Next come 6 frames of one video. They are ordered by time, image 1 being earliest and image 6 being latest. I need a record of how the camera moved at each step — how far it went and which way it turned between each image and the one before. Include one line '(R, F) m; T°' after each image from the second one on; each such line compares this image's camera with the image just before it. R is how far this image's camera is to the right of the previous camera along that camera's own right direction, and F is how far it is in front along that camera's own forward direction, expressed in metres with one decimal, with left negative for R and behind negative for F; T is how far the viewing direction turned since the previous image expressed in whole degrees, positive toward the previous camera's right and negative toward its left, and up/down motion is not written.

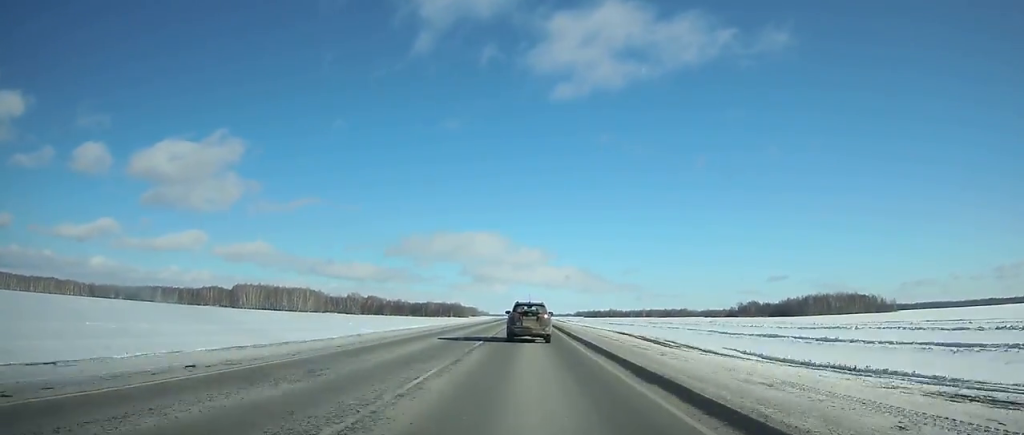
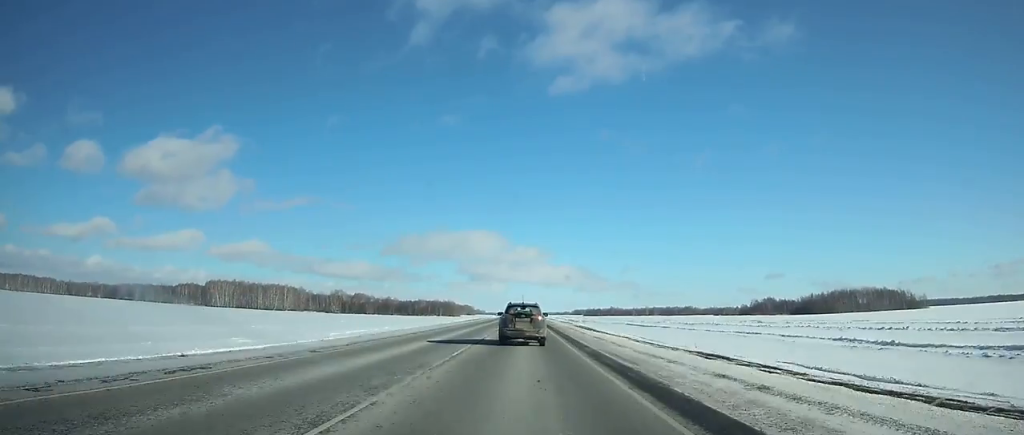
(0.0, +51.9) m; 0°
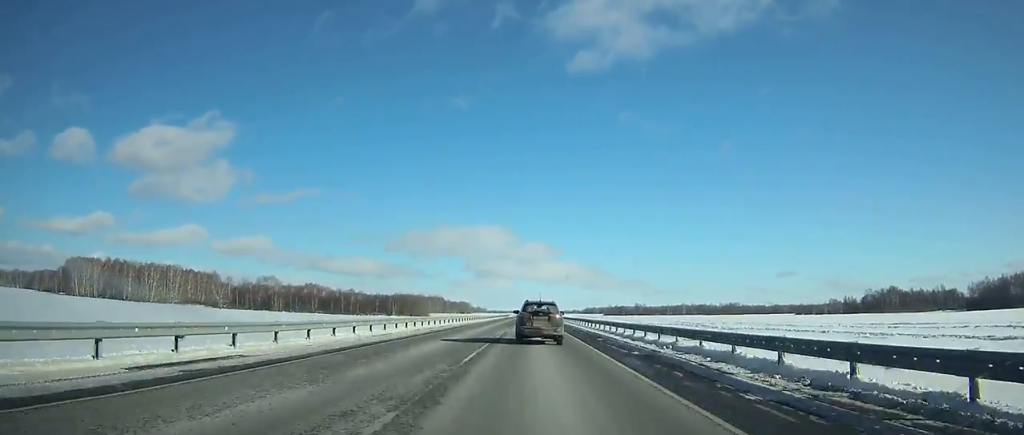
(-0.8, +208.4) m; 0°
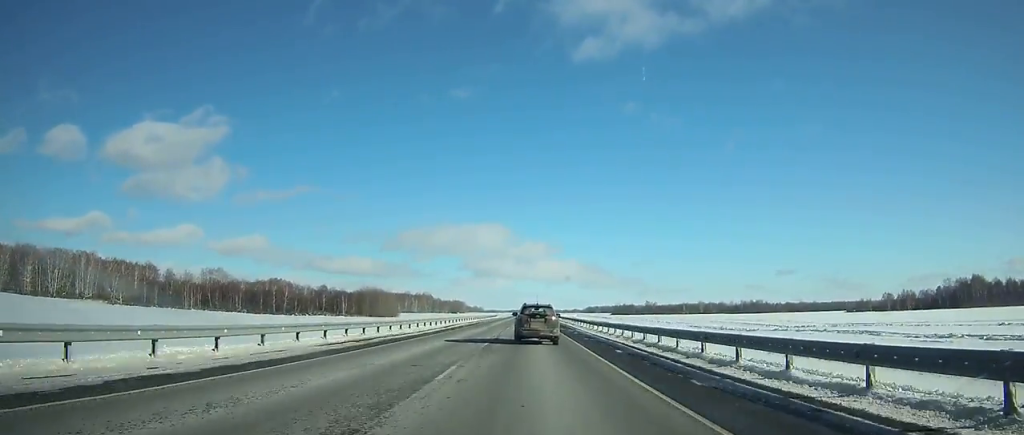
(+0.1, +88.3) m; 0°
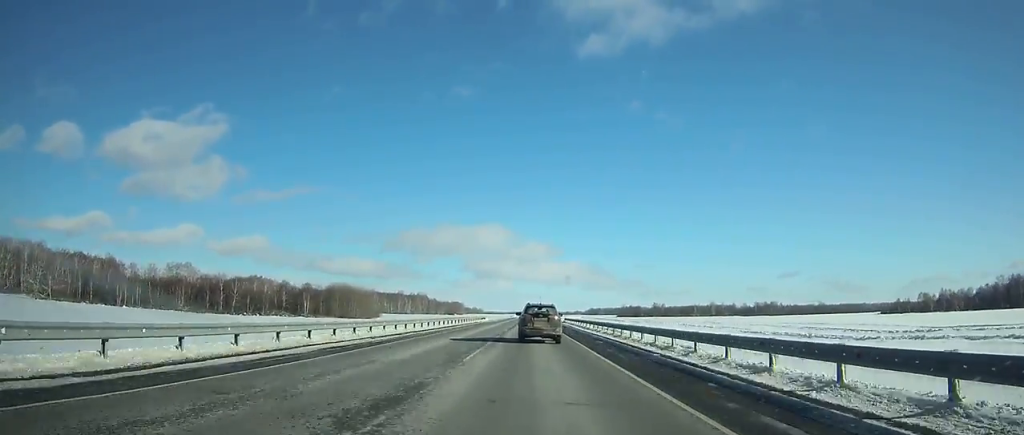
(0.0, +44.0) m; 0°
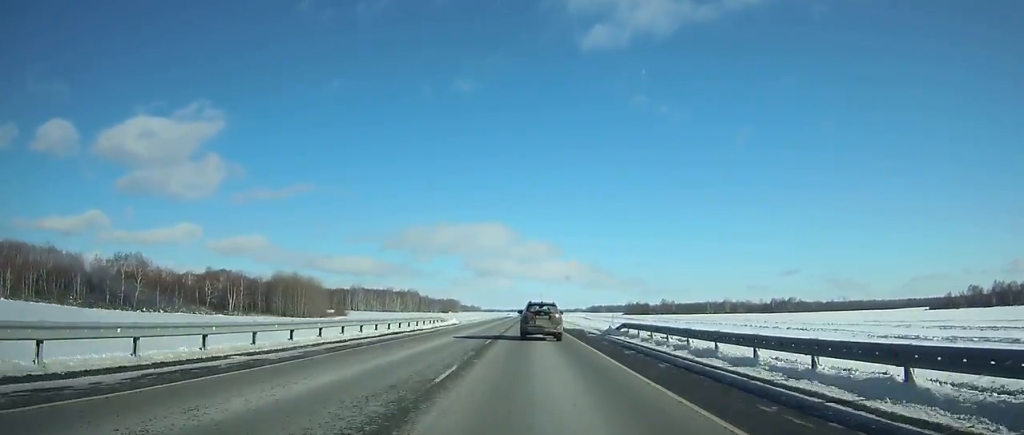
(0.0, +52.1) m; 0°
